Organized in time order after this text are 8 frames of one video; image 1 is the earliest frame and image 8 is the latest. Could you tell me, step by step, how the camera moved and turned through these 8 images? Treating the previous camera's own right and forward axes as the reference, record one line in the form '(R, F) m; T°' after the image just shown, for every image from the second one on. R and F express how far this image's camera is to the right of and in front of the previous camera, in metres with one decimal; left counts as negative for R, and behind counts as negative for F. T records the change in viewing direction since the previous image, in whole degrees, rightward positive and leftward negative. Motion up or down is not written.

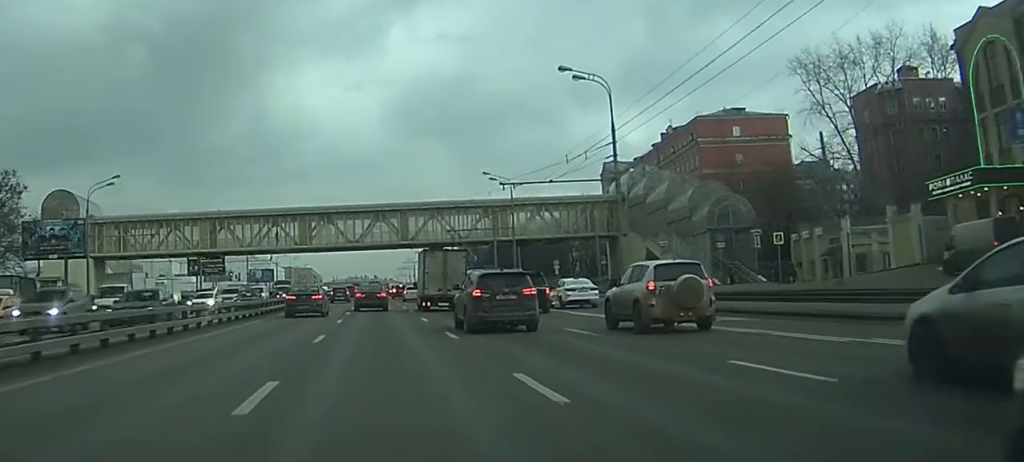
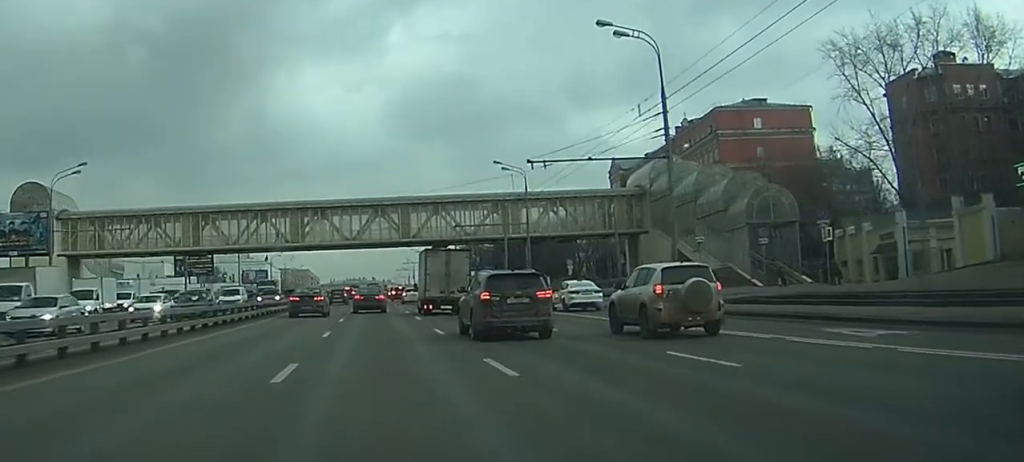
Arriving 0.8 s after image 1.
(0.0, +8.7) m; 0°
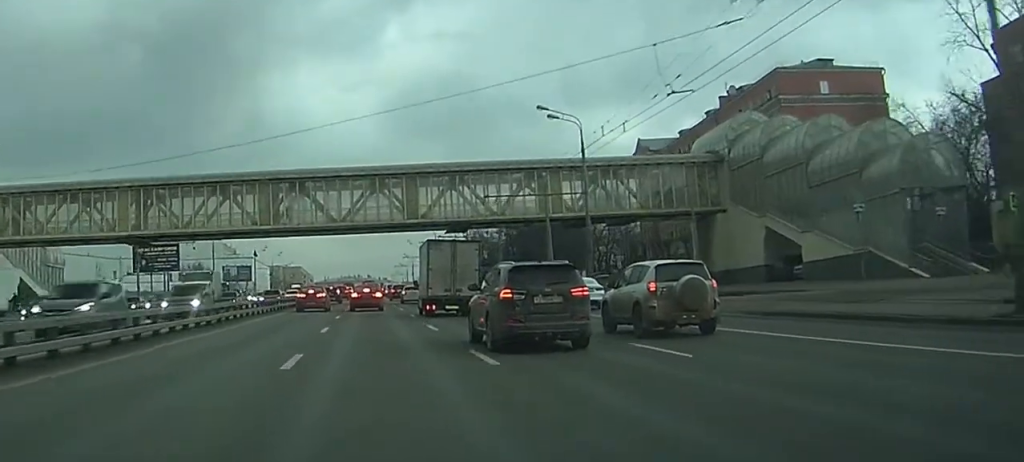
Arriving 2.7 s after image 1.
(+0.5, +21.9) m; +2°
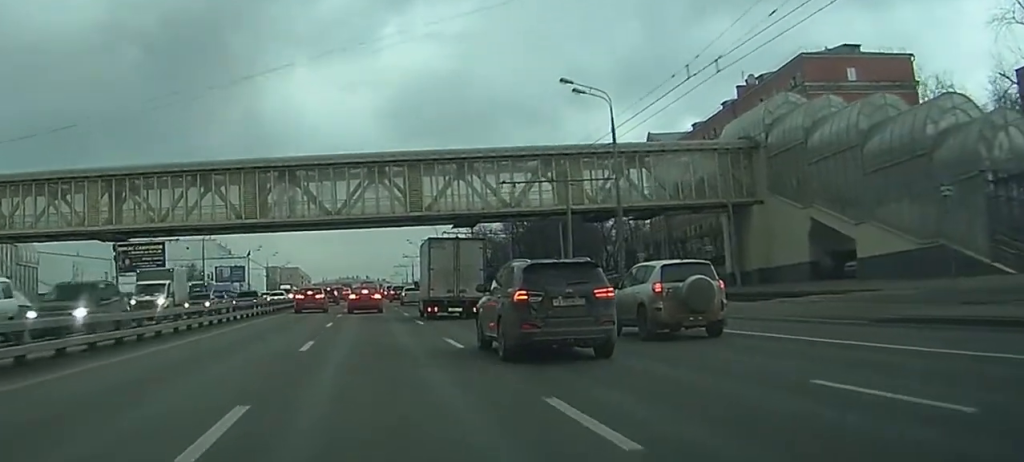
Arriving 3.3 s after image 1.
(0.0, +7.2) m; 0°
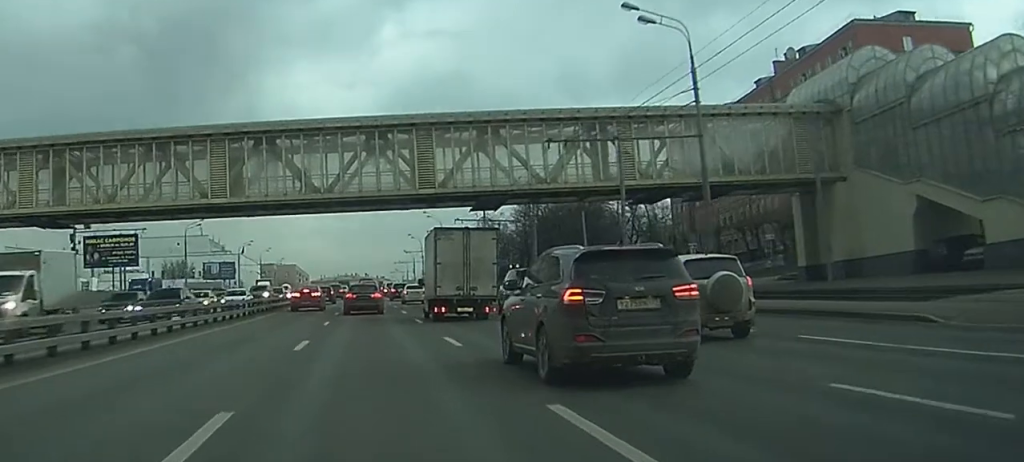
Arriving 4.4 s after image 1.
(-0.1, +12.0) m; -1°
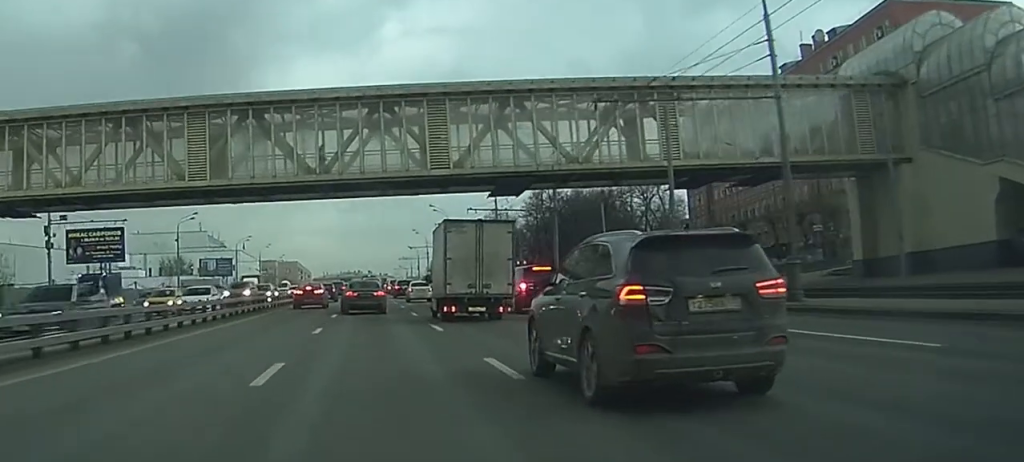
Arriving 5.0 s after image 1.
(0.0, +6.6) m; 0°
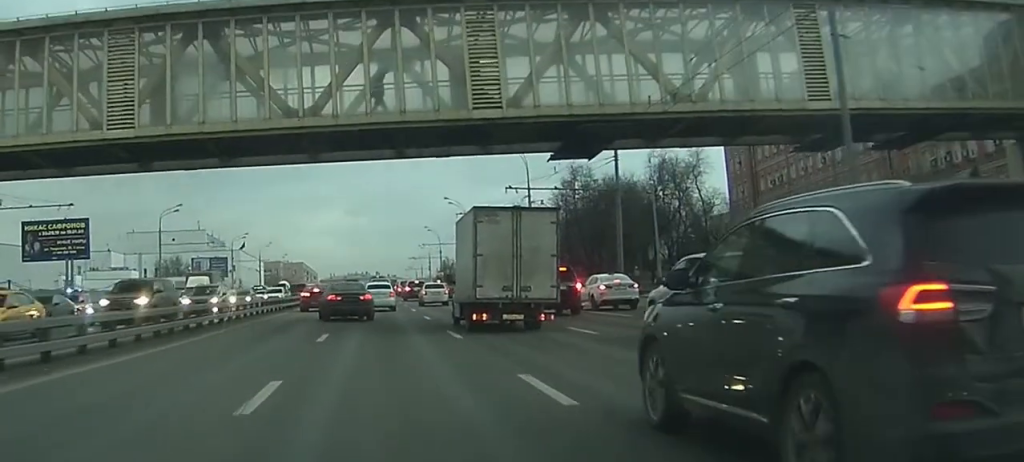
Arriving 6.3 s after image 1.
(-0.1, +14.3) m; -1°
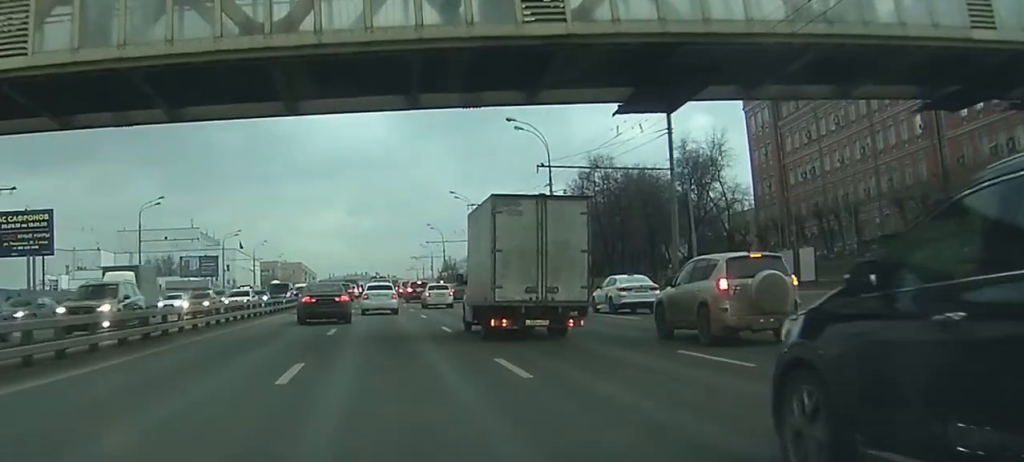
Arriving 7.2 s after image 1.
(0.0, +9.3) m; 0°
